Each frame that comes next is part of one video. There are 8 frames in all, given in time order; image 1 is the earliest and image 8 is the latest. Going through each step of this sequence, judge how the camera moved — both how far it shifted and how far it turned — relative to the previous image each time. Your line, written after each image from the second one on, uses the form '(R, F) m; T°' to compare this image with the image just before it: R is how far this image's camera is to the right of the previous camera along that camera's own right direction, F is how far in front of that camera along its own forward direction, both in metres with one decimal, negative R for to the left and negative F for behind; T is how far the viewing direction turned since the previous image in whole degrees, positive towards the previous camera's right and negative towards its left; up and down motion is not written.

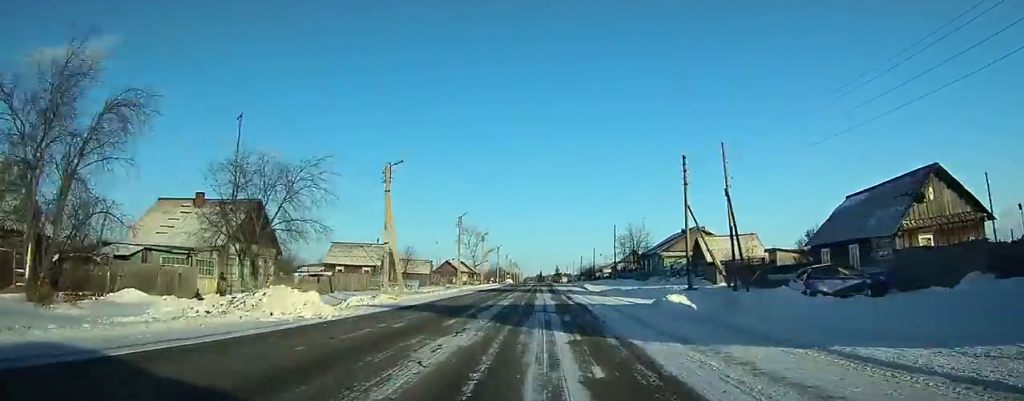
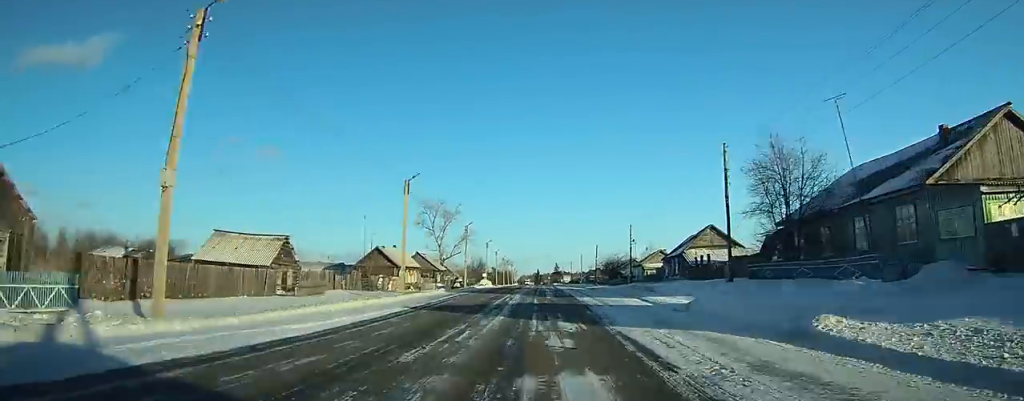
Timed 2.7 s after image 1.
(+0.1, +54.0) m; +1°
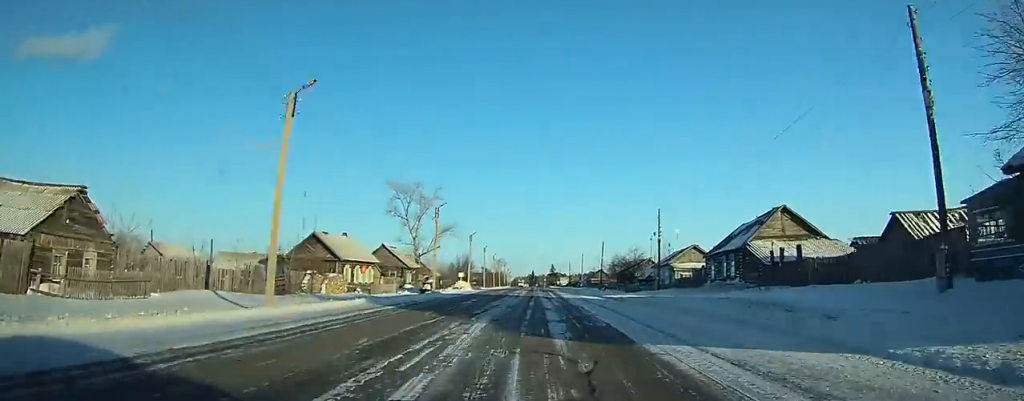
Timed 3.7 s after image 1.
(+0.1, +19.9) m; 0°
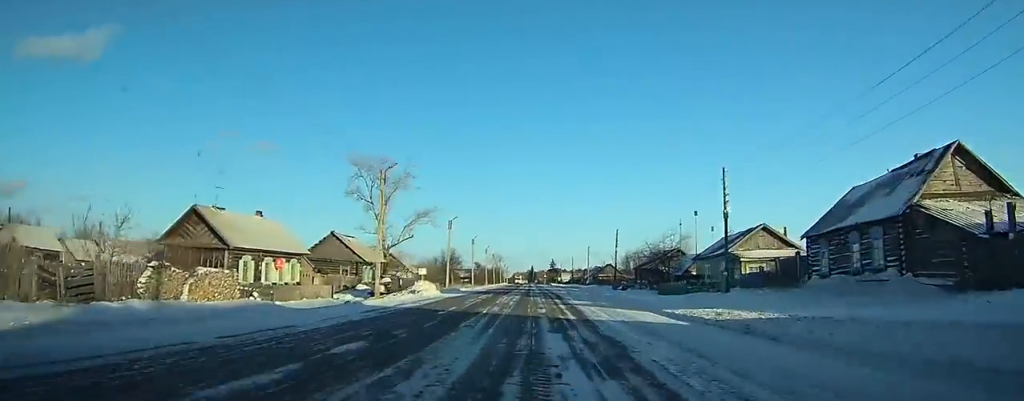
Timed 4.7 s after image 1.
(0.0, +19.9) m; 0°
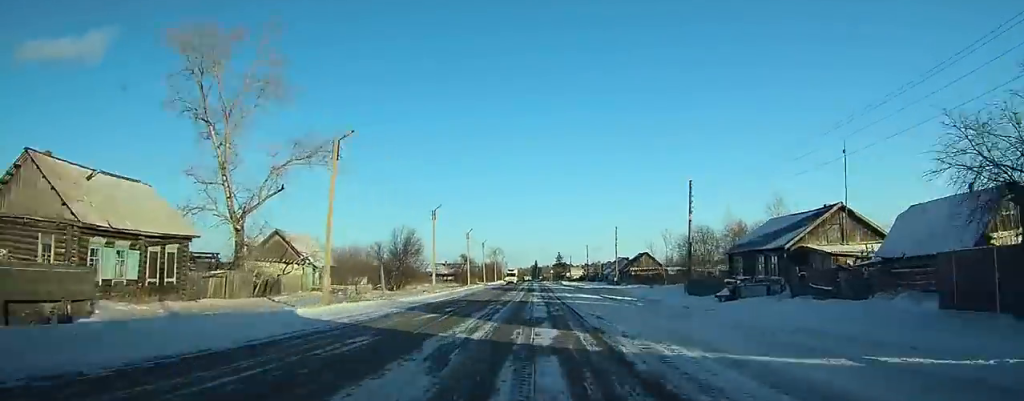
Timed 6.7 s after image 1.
(+0.1, +40.2) m; 0°
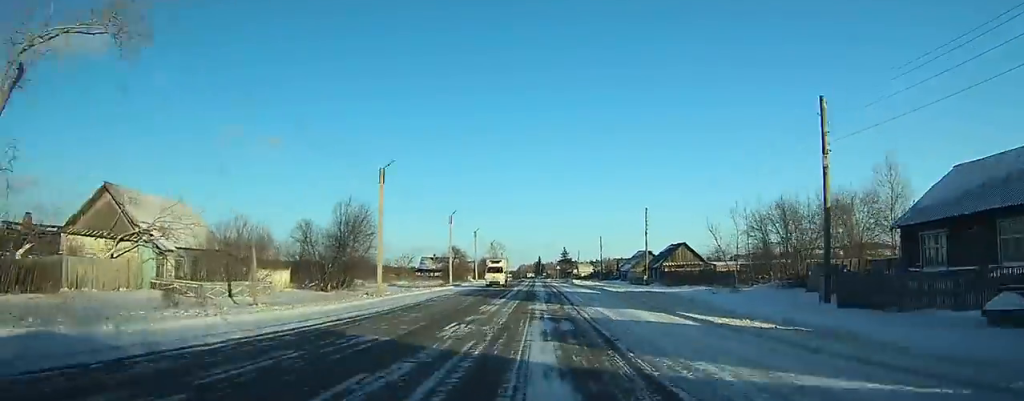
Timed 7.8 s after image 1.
(-0.2, +21.6) m; 0°
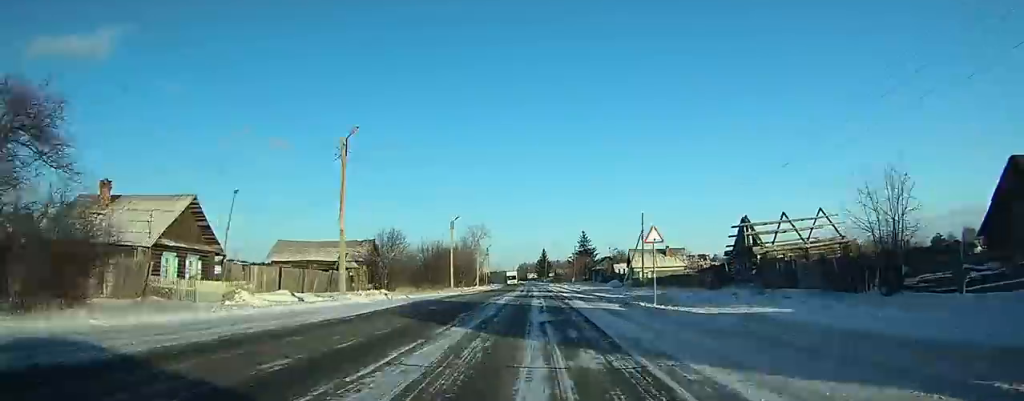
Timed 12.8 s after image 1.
(-0.8, +101.7) m; -1°
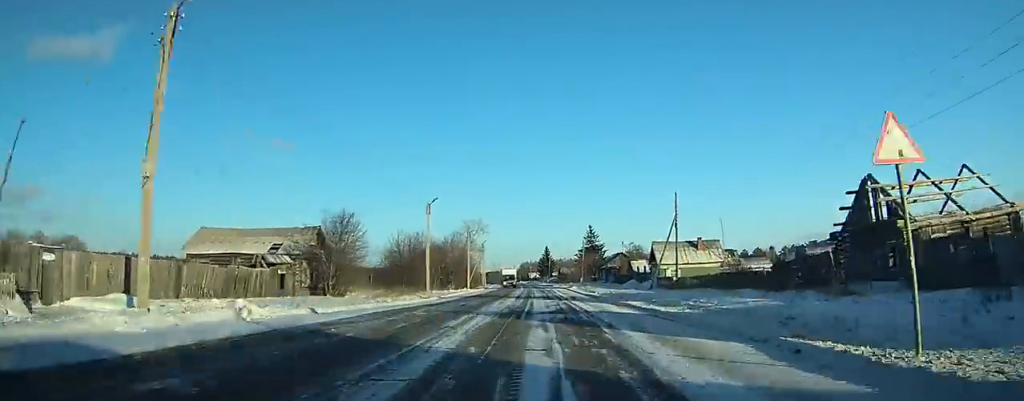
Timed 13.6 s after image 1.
(-0.1, +16.3) m; 0°
